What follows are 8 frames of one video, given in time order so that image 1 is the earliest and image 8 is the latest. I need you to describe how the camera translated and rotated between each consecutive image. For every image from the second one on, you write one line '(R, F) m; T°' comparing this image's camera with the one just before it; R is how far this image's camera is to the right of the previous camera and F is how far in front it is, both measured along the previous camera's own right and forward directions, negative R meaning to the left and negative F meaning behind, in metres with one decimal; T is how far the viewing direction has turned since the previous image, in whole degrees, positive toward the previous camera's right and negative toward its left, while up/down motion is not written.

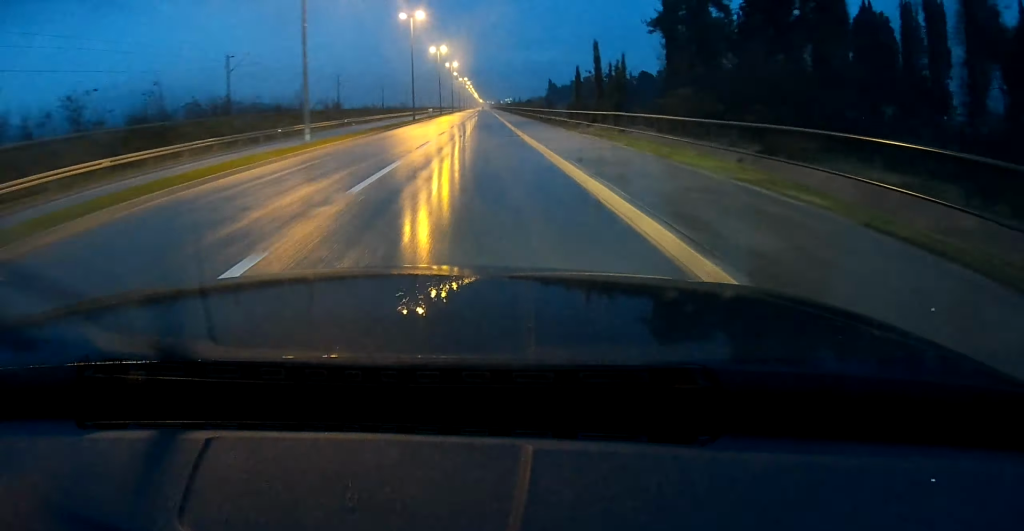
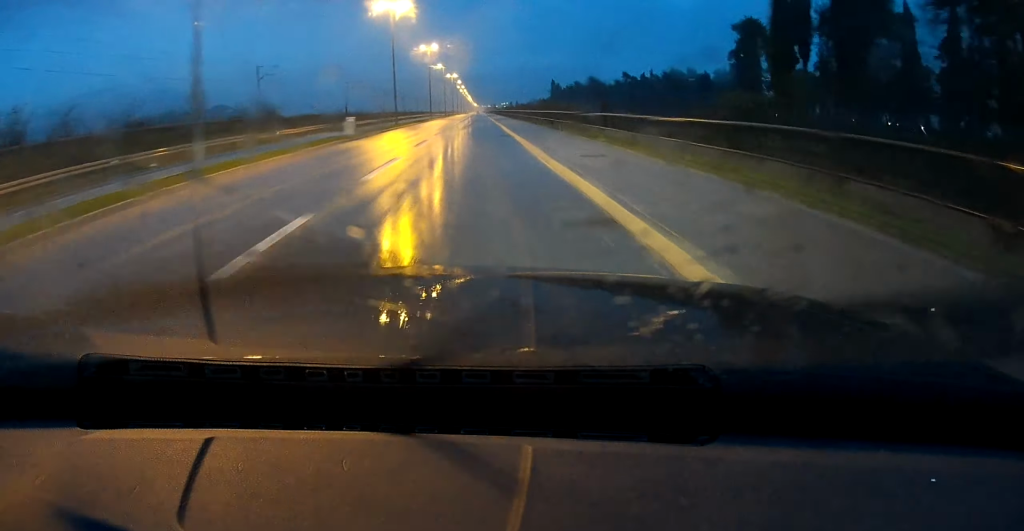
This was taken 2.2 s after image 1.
(+0.1, +47.4) m; 0°
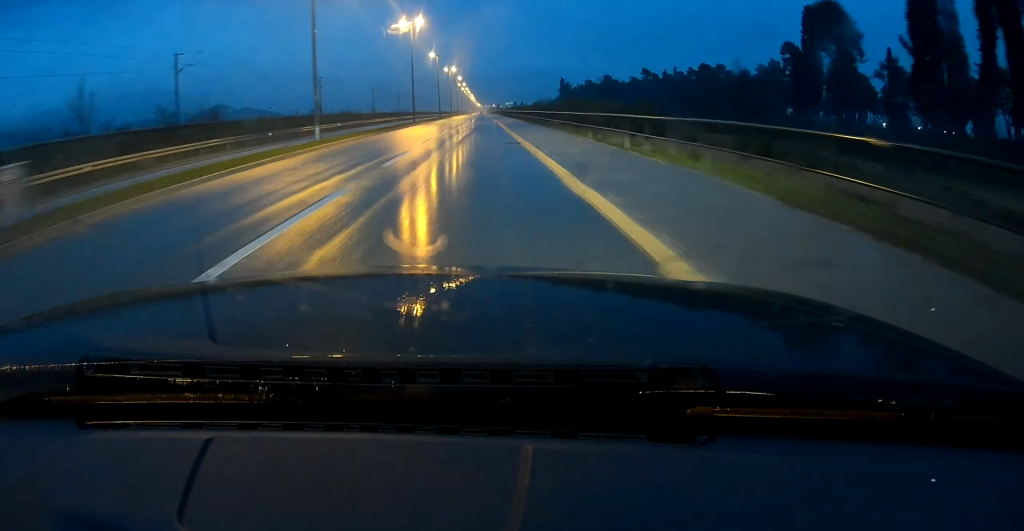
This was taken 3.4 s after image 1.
(0.0, +26.4) m; 0°
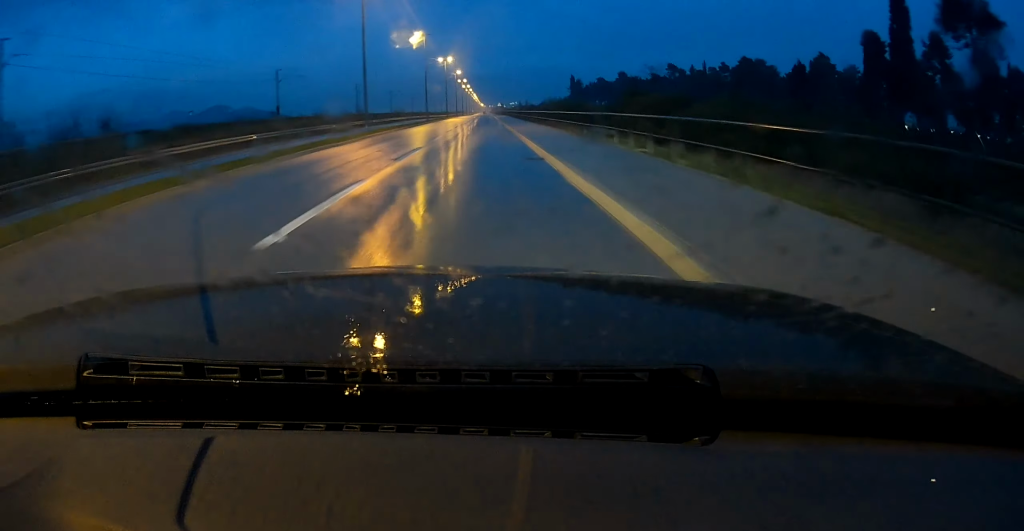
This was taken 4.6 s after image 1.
(0.0, +28.0) m; 0°
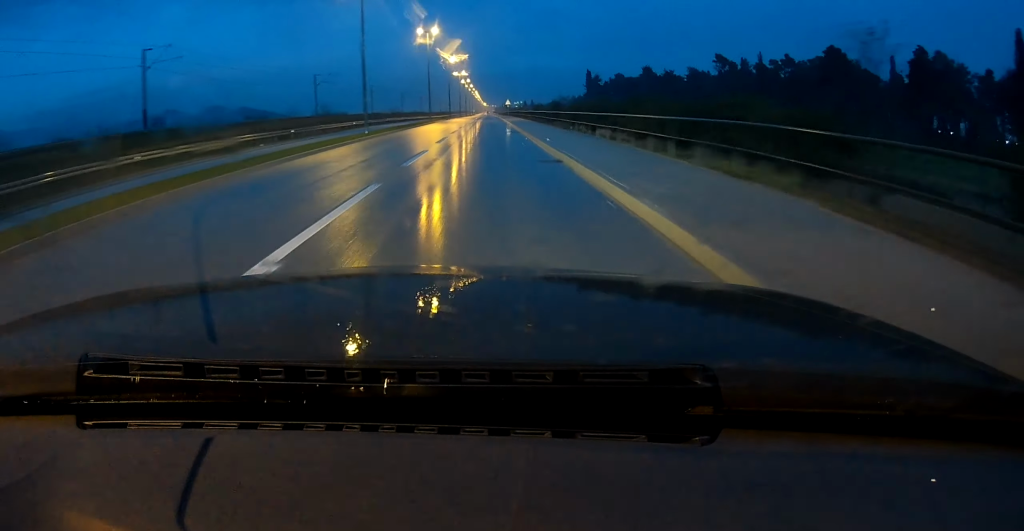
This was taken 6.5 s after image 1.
(-0.2, +40.8) m; 0°
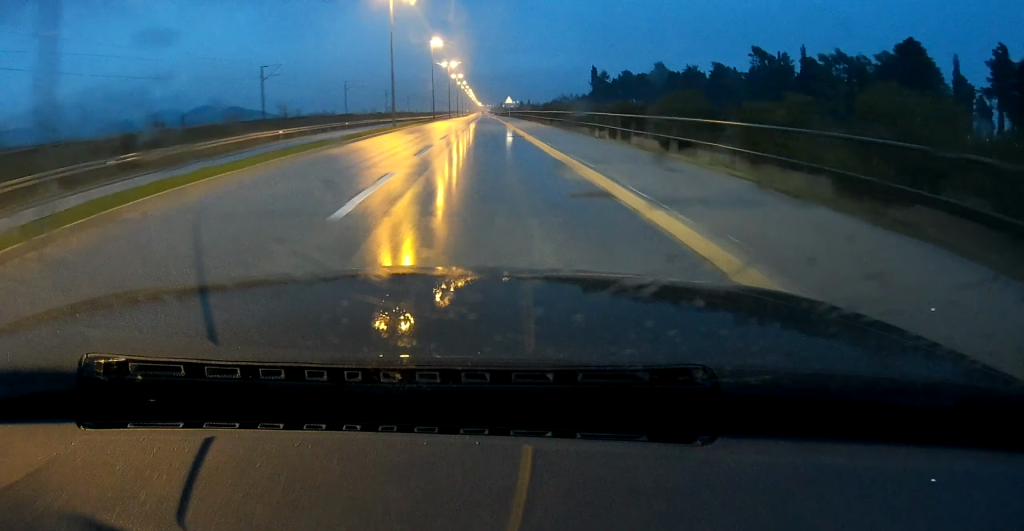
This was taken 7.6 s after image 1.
(0.0, +26.3) m; 0°
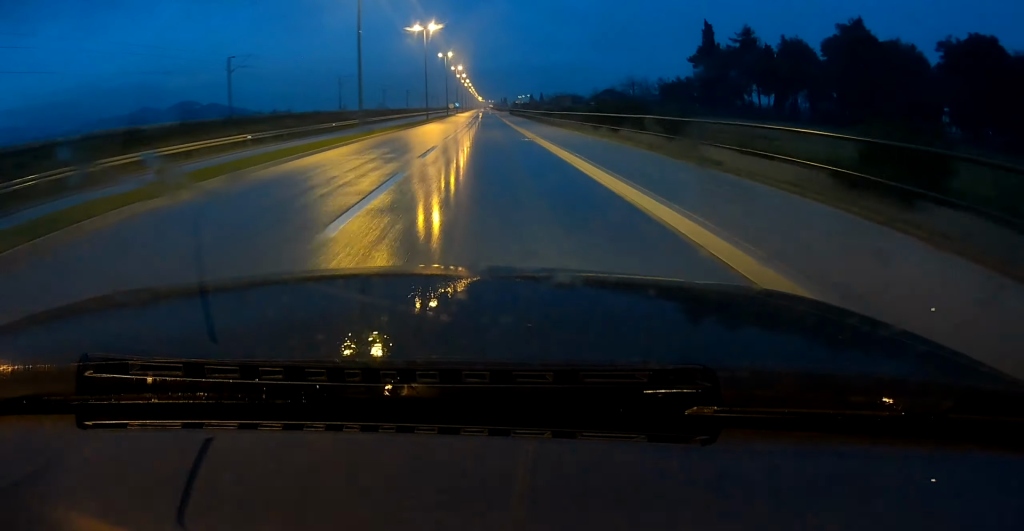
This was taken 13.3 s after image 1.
(+0.2, +127.9) m; 0°
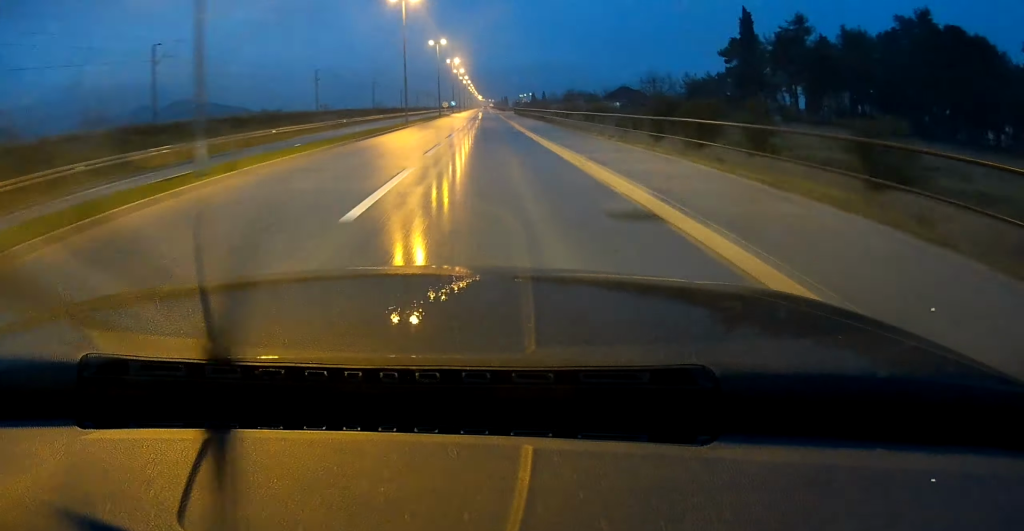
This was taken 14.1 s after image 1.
(0.0, +19.0) m; 0°
